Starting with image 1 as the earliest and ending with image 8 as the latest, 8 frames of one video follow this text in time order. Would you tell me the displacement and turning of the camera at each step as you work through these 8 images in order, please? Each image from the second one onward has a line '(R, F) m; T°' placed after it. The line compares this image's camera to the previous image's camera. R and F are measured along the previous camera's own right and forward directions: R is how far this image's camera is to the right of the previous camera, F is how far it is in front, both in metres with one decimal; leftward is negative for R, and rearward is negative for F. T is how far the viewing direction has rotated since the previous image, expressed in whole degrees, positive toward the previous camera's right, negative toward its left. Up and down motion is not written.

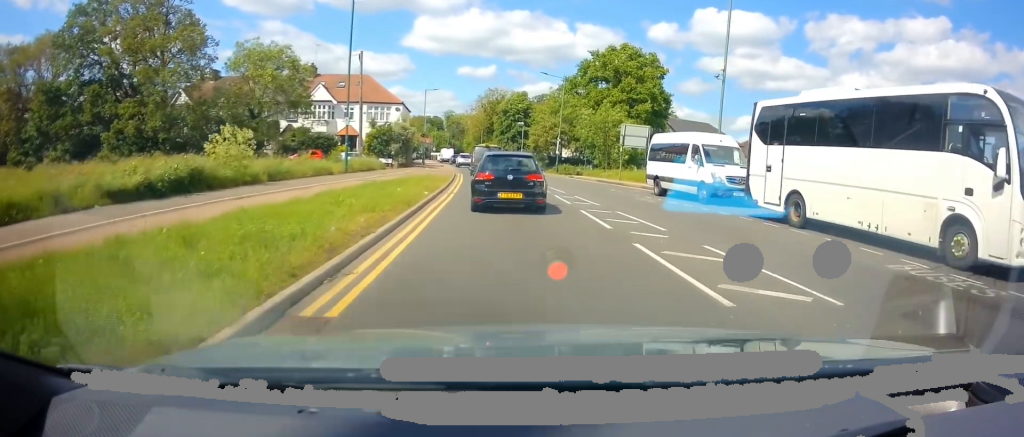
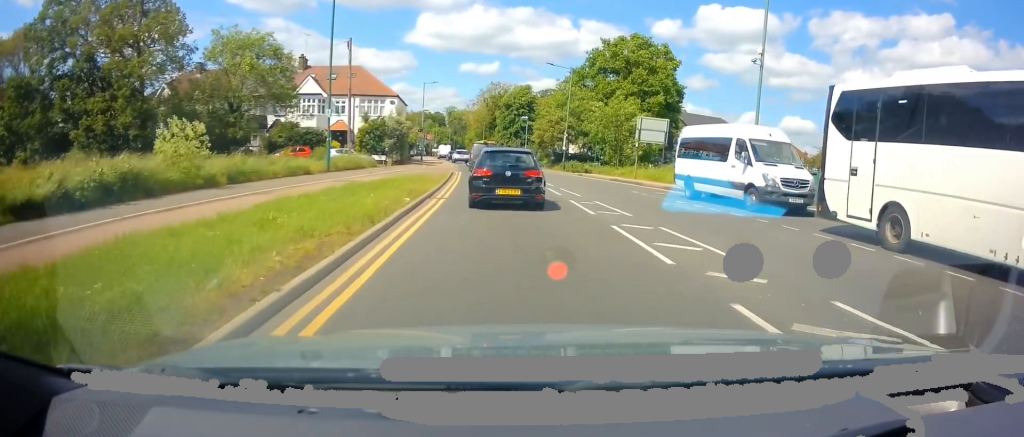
(-0.1, +3.9) m; -5°
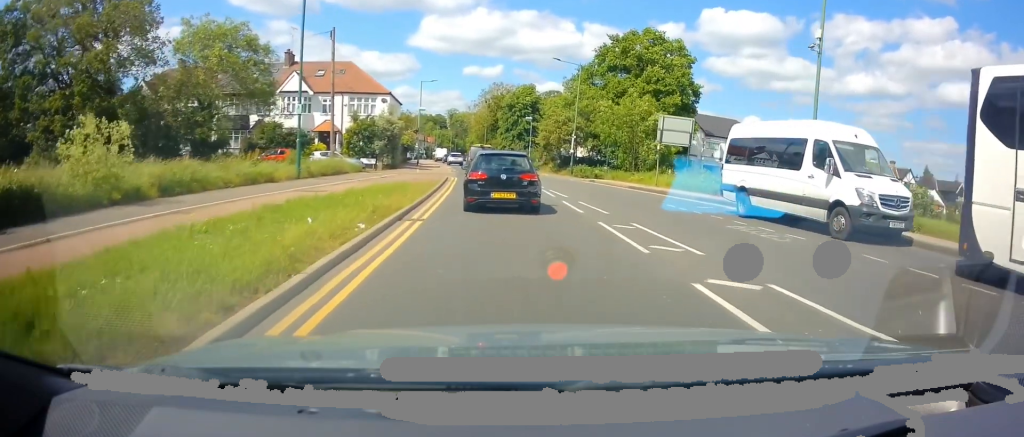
(-0.3, +4.8) m; 0°
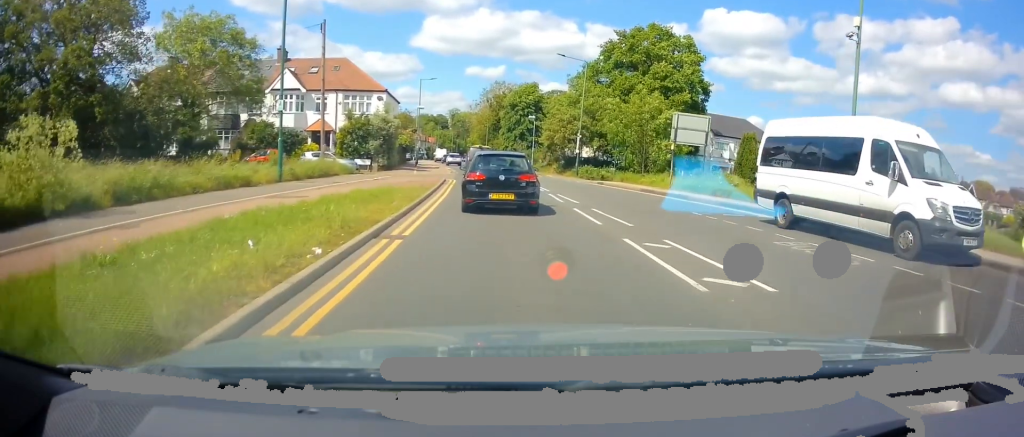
(+0.2, +2.3) m; +2°
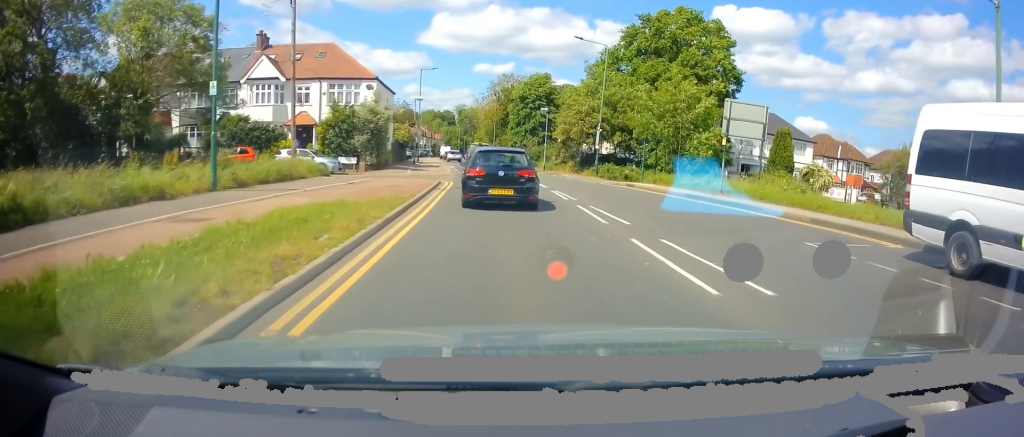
(+0.2, +6.1) m; -2°
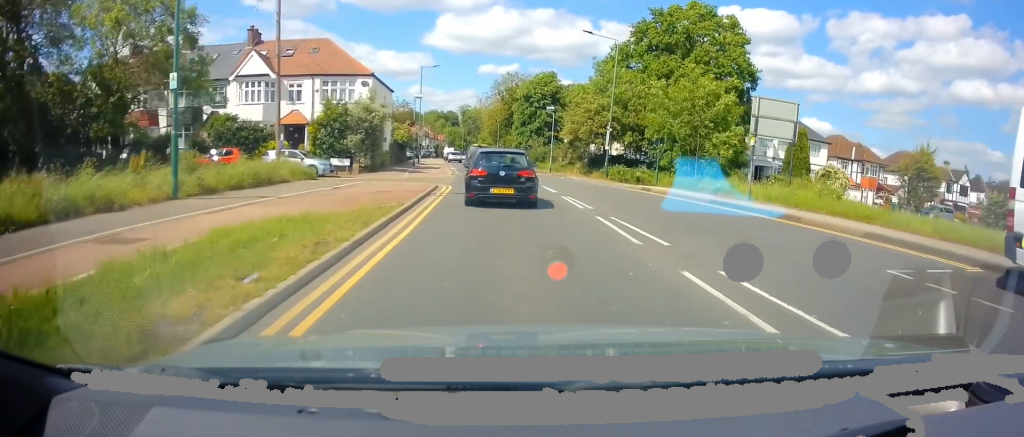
(-0.2, +2.5) m; 0°
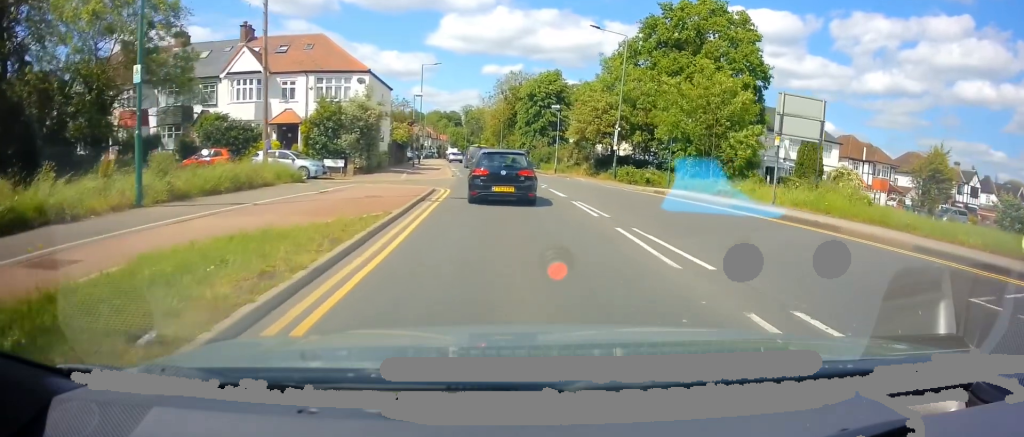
(-0.2, +1.9) m; 0°
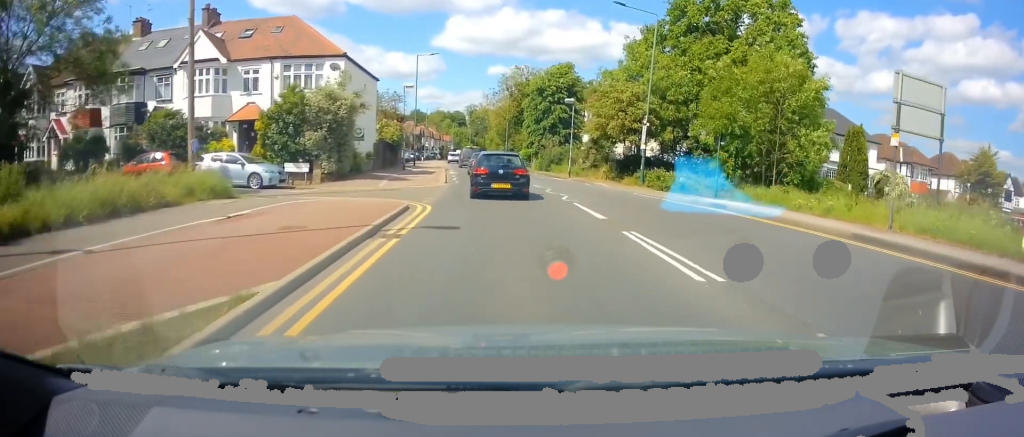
(+0.4, +6.5) m; +2°
